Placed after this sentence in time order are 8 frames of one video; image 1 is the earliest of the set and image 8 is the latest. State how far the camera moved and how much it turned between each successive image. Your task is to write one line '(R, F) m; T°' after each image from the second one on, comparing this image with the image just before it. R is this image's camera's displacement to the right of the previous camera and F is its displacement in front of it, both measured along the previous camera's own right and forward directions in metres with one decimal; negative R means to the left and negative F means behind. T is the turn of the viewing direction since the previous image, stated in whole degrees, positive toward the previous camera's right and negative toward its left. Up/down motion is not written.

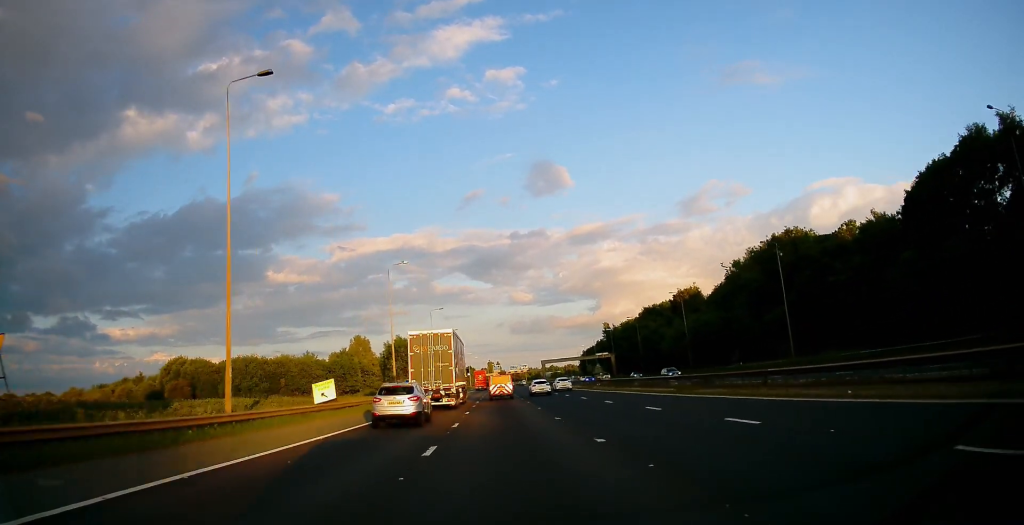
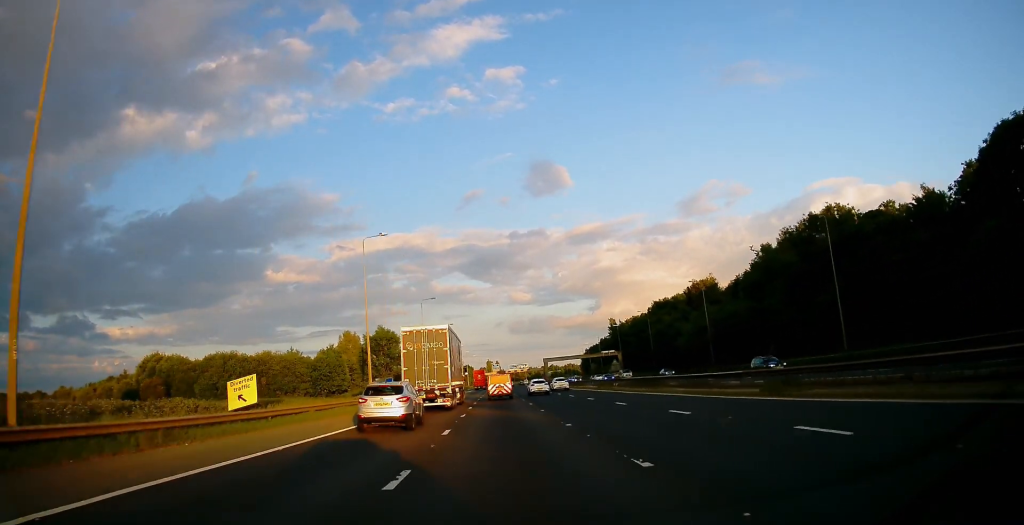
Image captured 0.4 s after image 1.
(0.0, +9.7) m; -1°
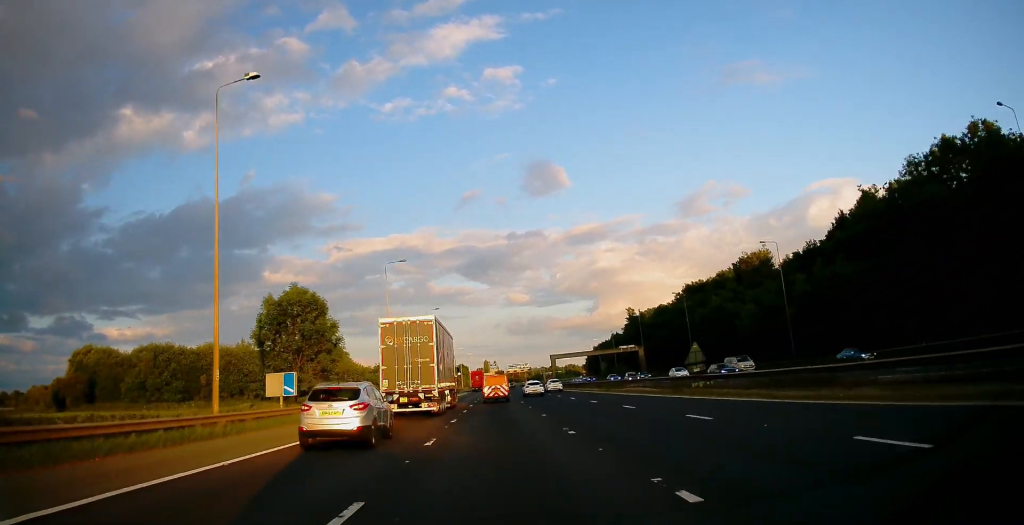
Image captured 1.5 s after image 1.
(-0.4, +24.5) m; -1°
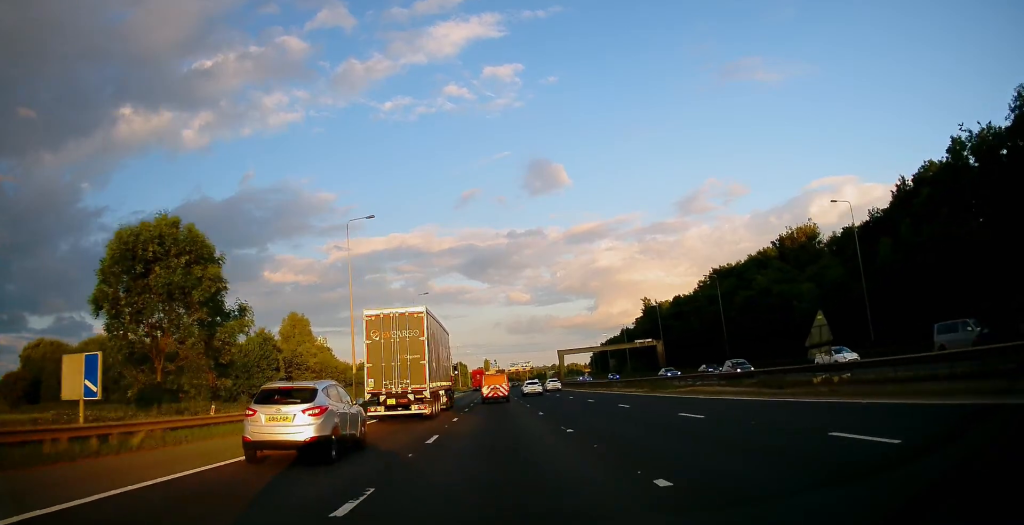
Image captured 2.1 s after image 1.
(0.0, +15.2) m; 0°
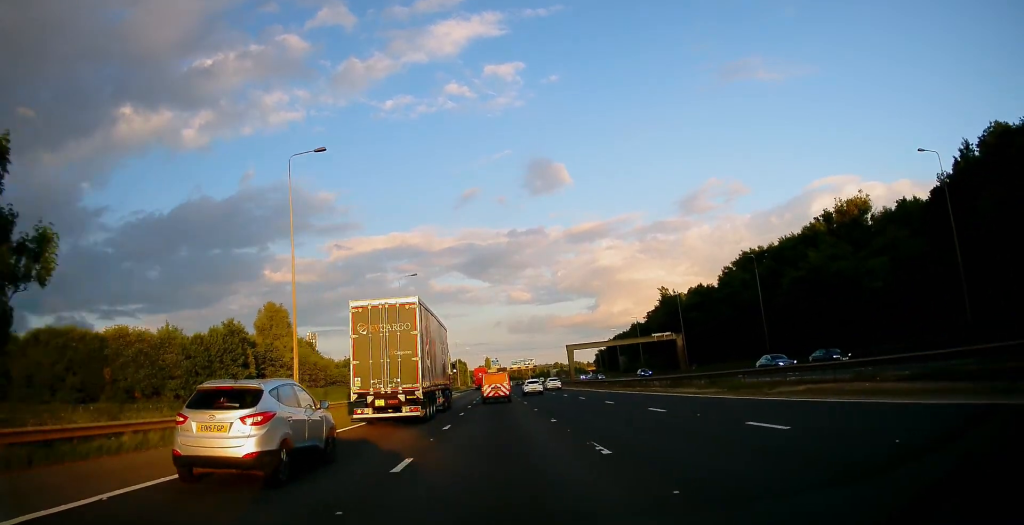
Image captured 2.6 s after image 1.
(0.0, +12.4) m; 0°
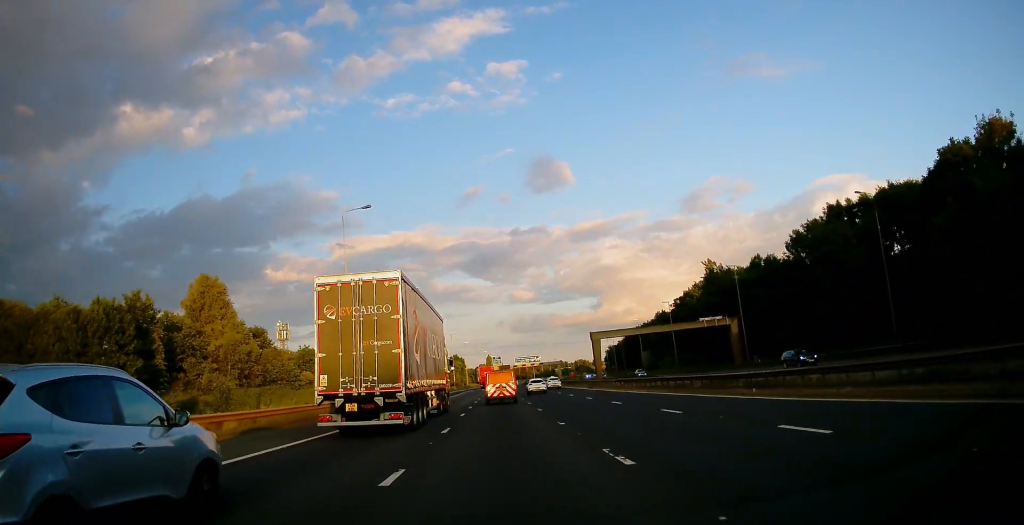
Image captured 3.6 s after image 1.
(0.0, +26.5) m; 0°
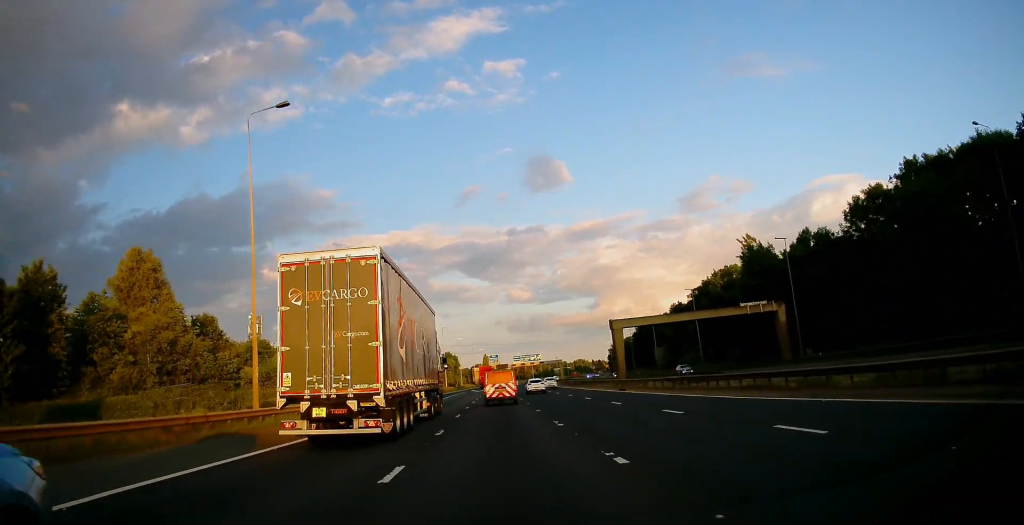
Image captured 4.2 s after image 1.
(+0.1, +17.3) m; 0°
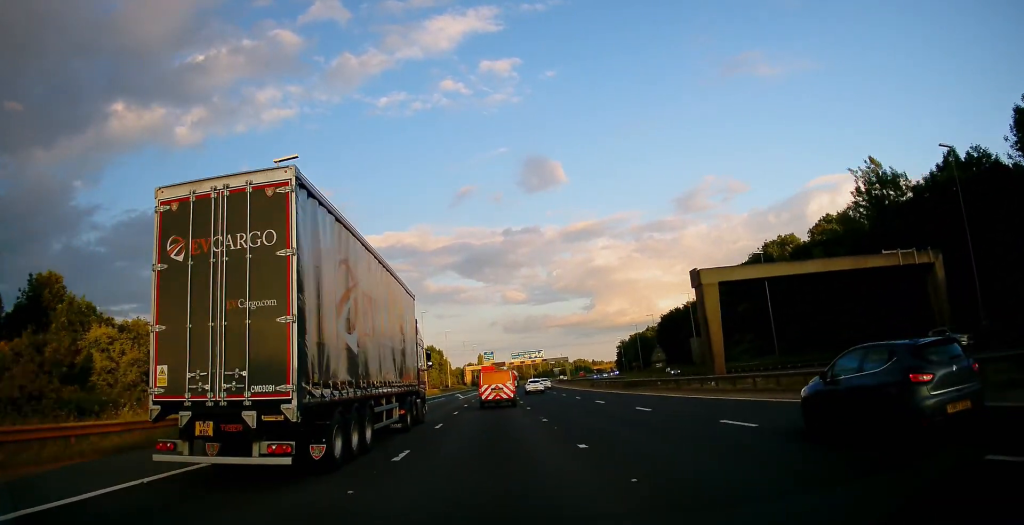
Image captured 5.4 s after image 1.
(-0.1, +32.6) m; 0°
